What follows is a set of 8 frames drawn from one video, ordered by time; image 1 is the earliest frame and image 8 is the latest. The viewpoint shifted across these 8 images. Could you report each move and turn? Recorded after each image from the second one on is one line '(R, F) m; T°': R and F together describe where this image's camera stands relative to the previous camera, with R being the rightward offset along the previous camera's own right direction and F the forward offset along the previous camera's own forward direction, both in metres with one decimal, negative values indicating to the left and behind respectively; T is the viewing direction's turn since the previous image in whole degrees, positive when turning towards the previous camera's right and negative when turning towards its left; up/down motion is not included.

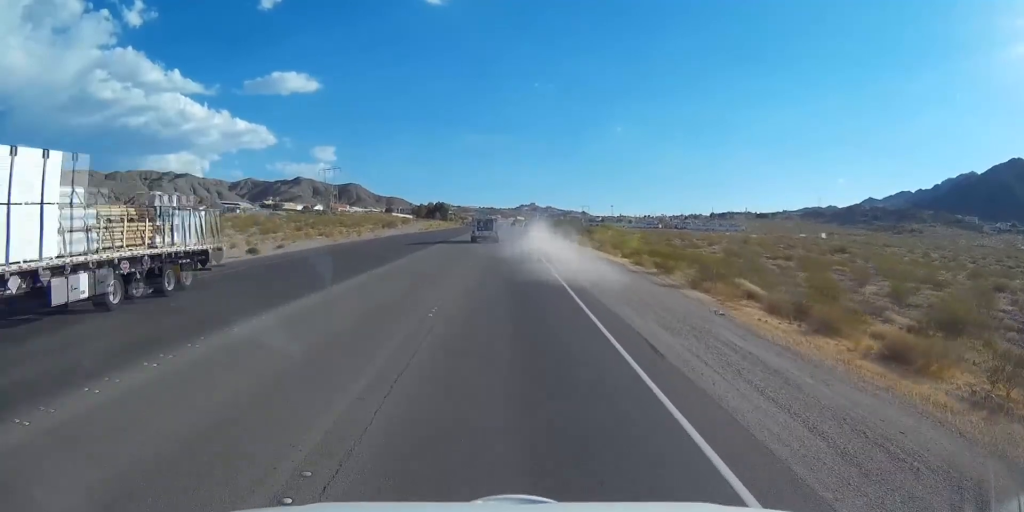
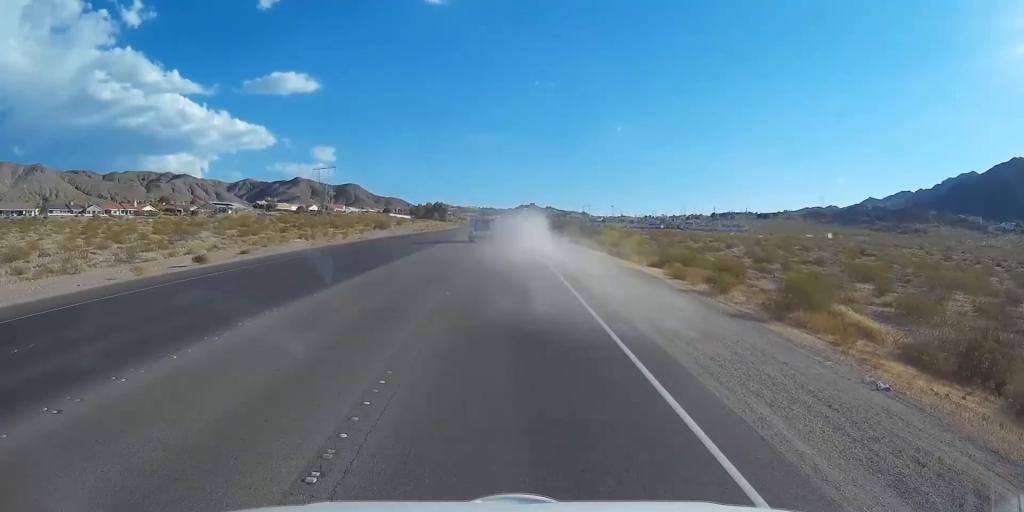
(+0.3, +8.8) m; +1°
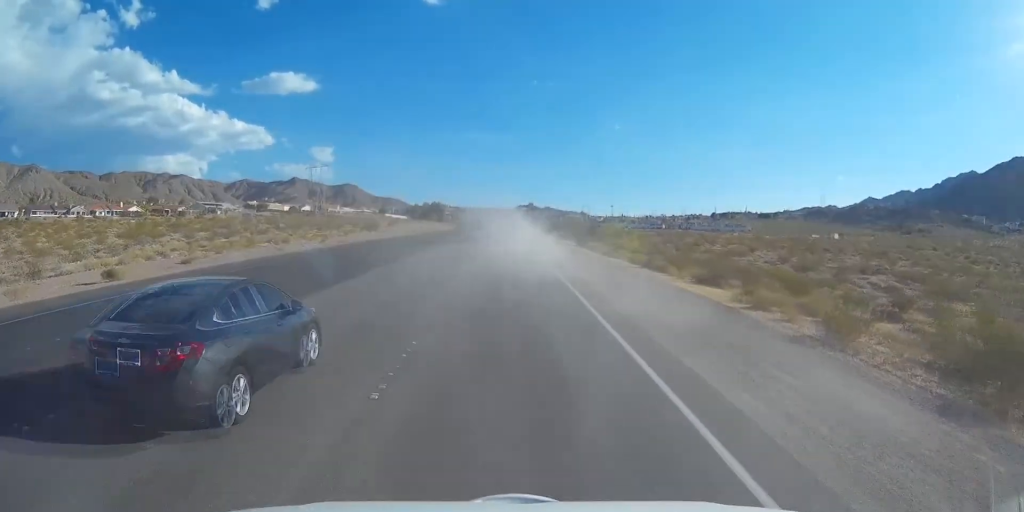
(+0.1, +10.2) m; +1°
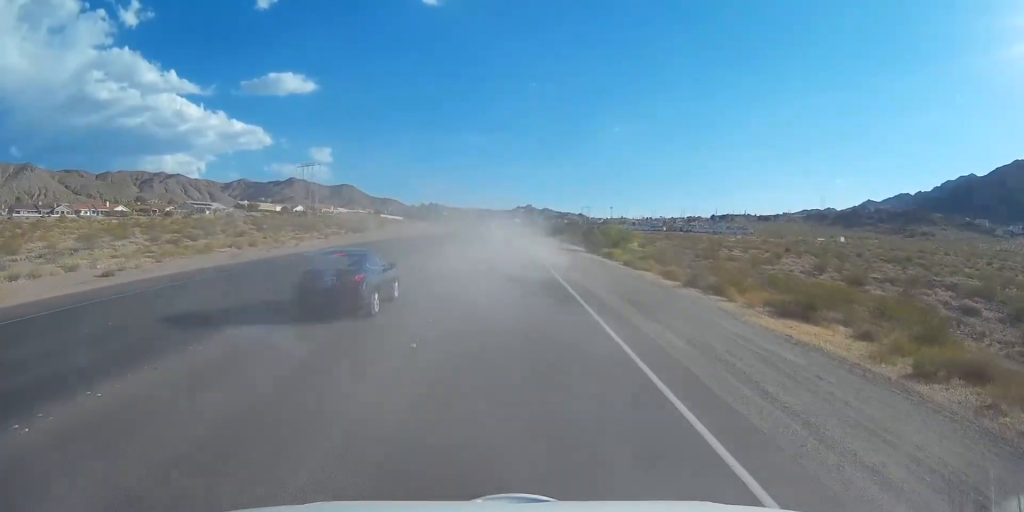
(0.0, +9.5) m; 0°
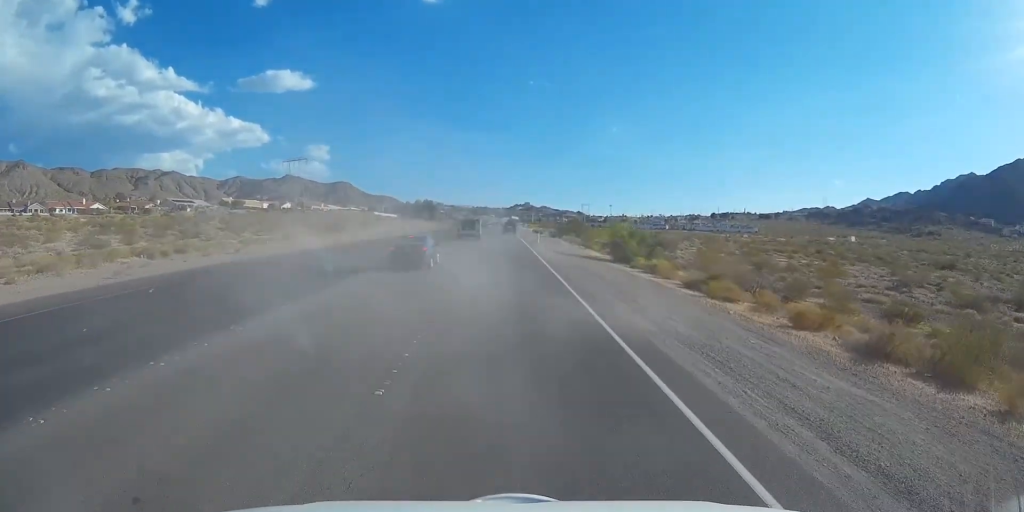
(+0.1, +15.7) m; 0°
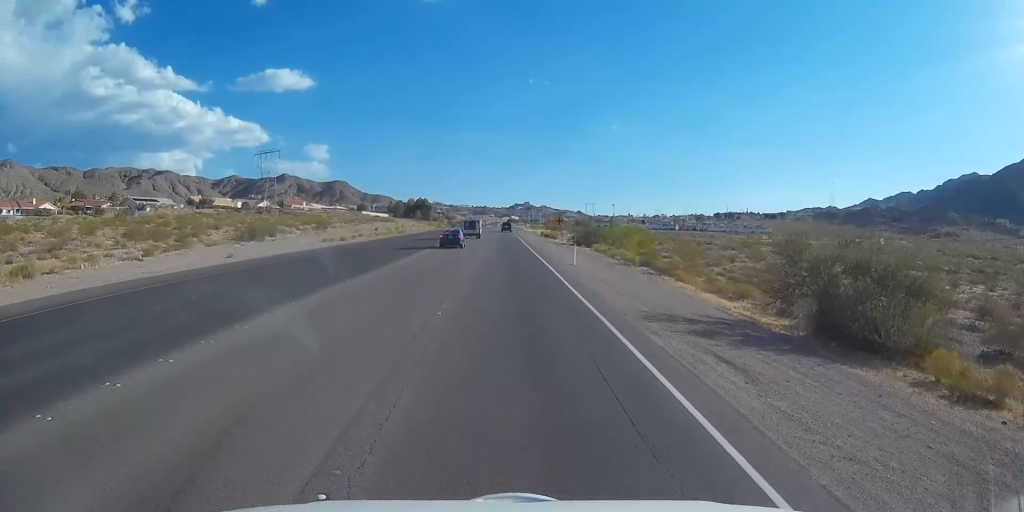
(-1.2, +31.4) m; -2°
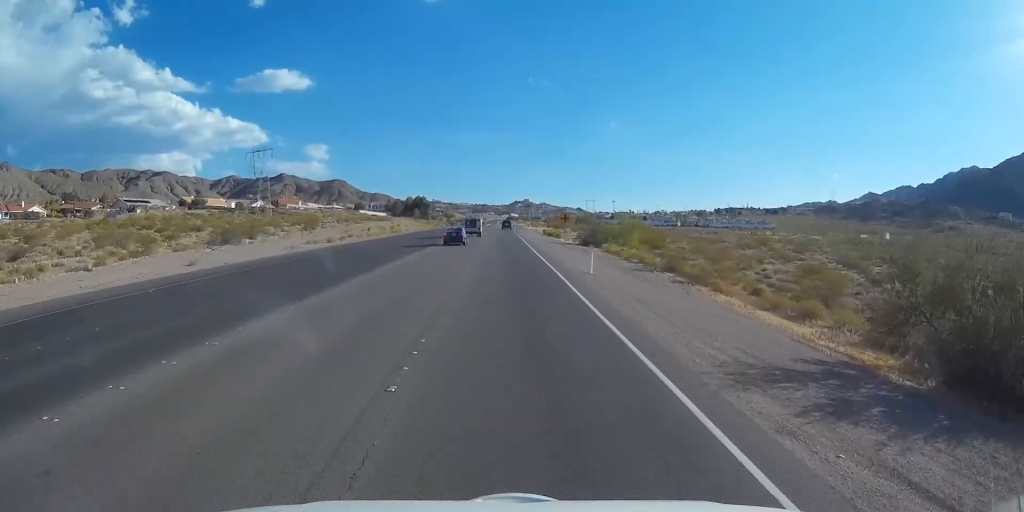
(+0.2, +6.1) m; +1°
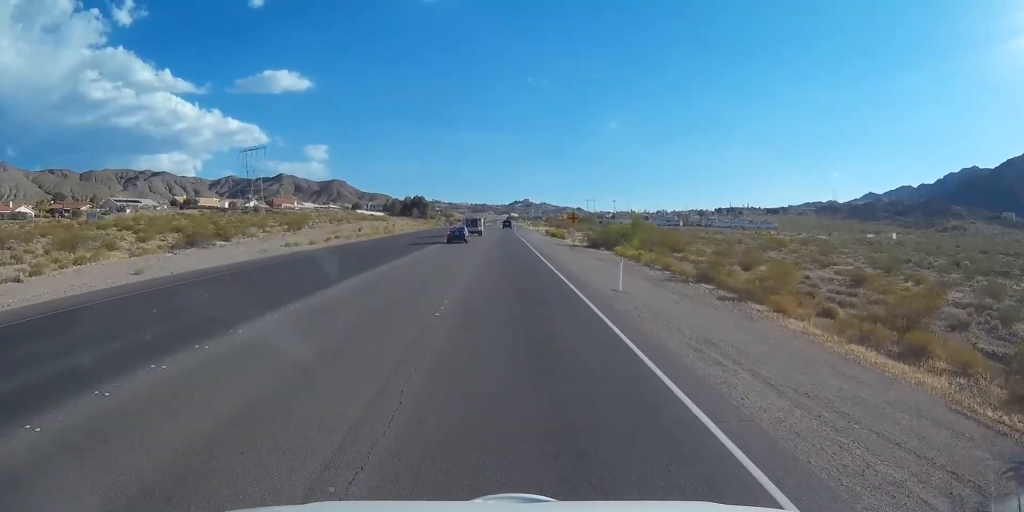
(+0.1, +6.6) m; +1°
